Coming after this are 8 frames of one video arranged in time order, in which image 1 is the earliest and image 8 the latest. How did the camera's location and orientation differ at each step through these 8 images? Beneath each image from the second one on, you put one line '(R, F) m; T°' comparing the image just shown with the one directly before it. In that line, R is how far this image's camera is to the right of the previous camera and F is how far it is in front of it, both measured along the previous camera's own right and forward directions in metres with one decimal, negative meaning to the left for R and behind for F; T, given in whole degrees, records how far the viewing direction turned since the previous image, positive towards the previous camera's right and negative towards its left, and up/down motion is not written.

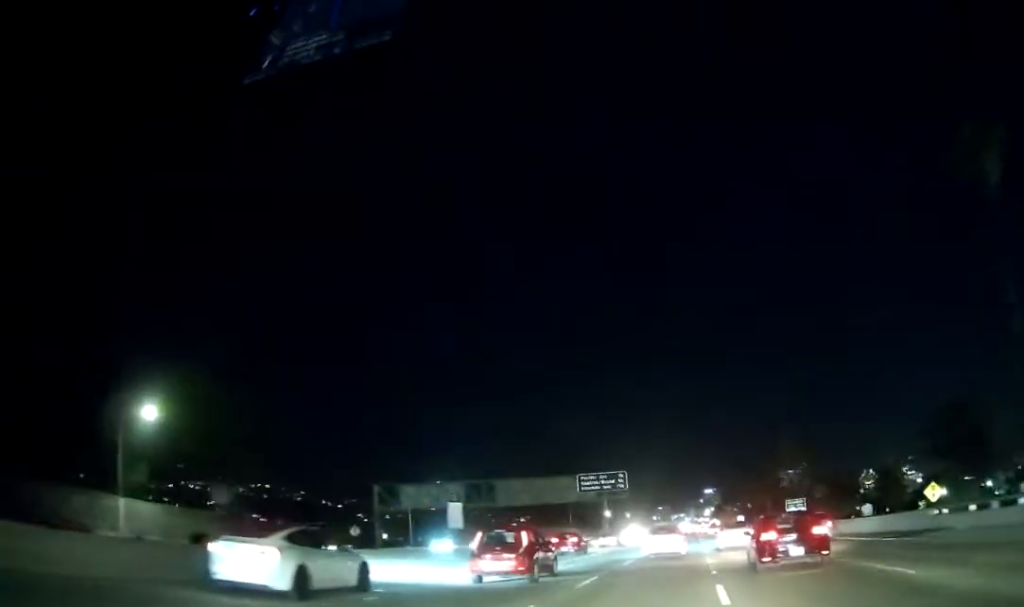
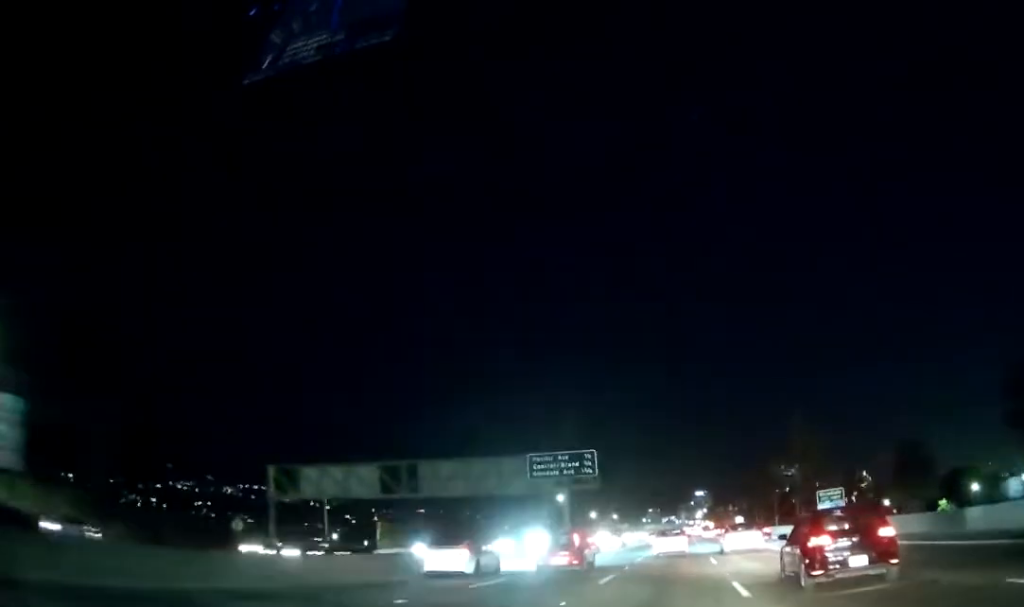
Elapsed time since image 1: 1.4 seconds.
(-0.1, +25.4) m; 0°
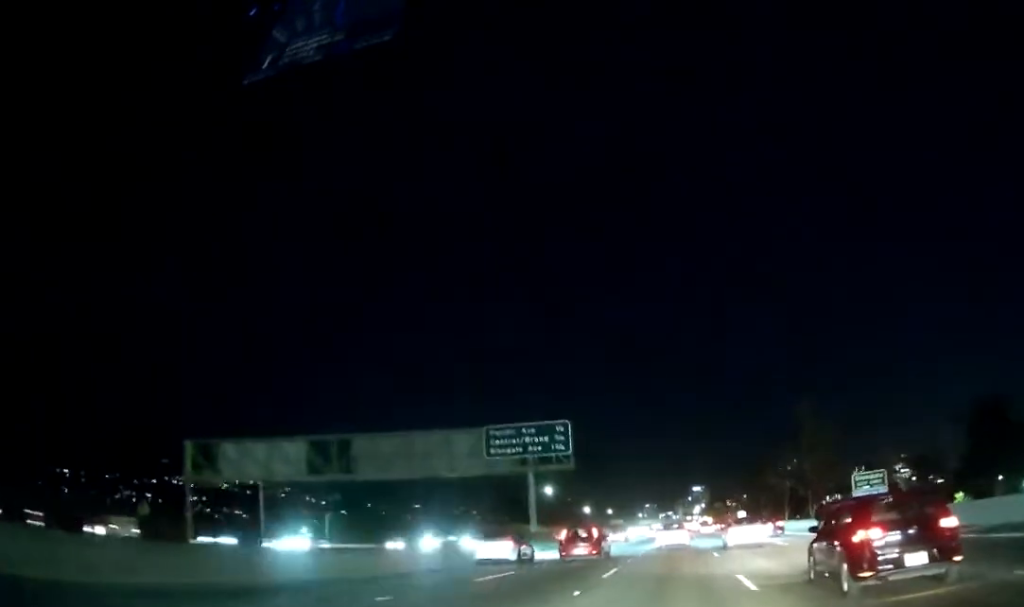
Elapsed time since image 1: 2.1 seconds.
(+0.1, +14.7) m; 0°
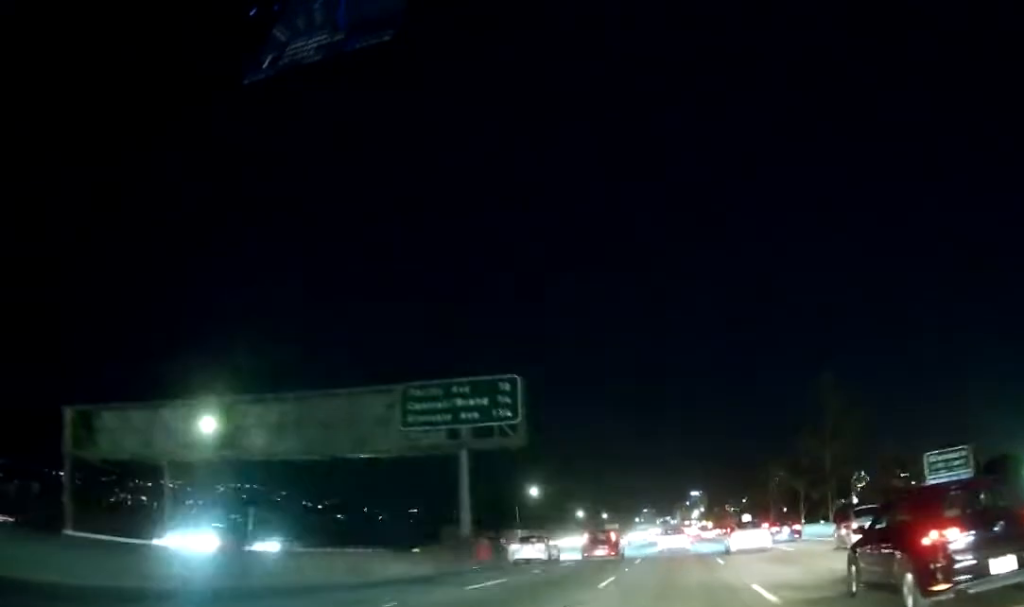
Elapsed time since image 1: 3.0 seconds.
(0.0, +16.3) m; 0°
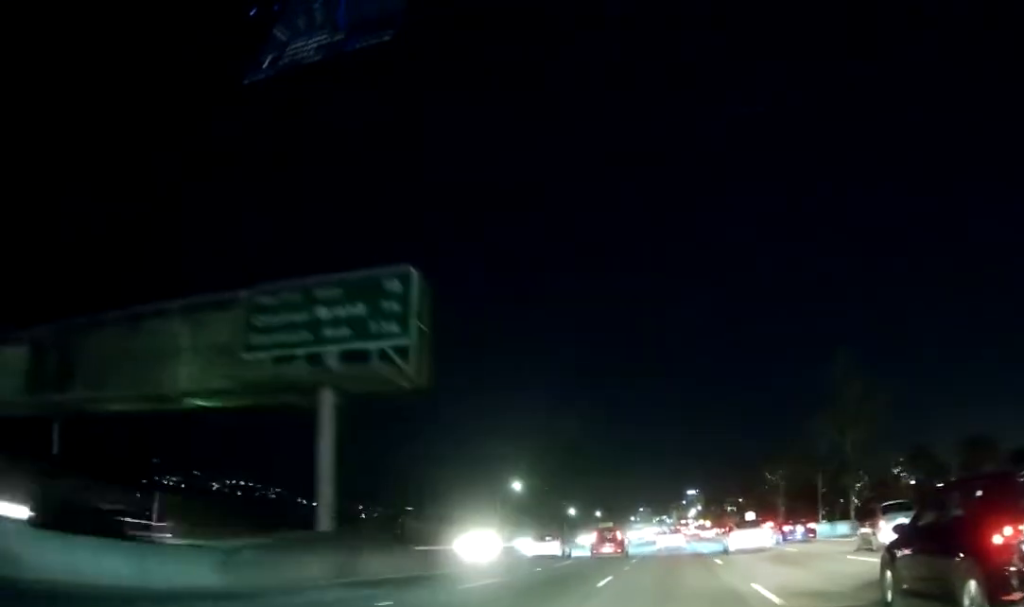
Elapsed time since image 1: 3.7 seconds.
(+0.1, +14.6) m; 0°
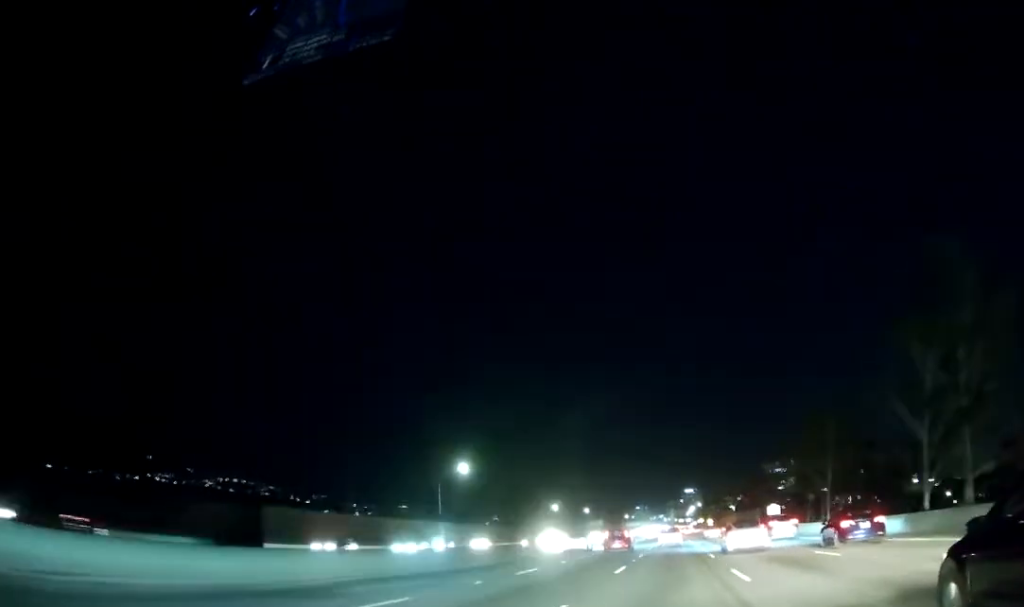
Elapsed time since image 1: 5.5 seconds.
(-0.2, +36.2) m; 0°
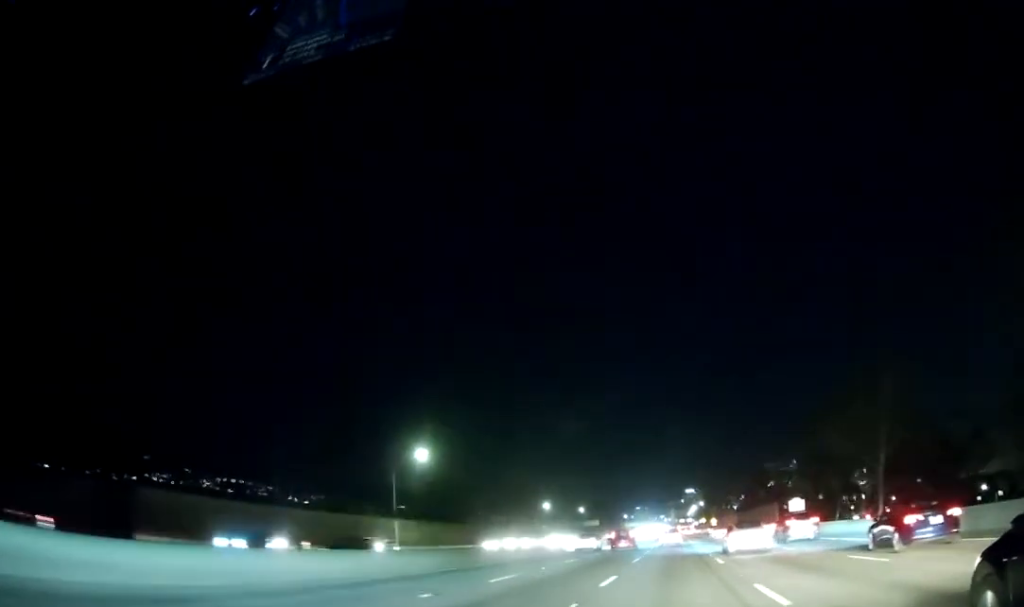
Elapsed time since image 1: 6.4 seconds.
(+0.2, +19.7) m; 0°
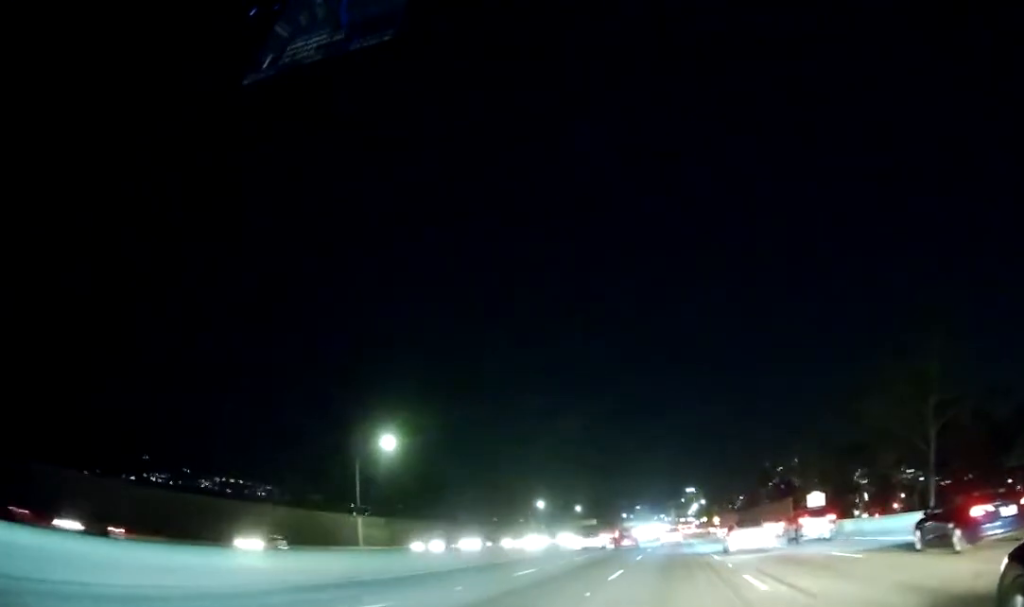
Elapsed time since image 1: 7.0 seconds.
(+0.1, +12.1) m; 0°
